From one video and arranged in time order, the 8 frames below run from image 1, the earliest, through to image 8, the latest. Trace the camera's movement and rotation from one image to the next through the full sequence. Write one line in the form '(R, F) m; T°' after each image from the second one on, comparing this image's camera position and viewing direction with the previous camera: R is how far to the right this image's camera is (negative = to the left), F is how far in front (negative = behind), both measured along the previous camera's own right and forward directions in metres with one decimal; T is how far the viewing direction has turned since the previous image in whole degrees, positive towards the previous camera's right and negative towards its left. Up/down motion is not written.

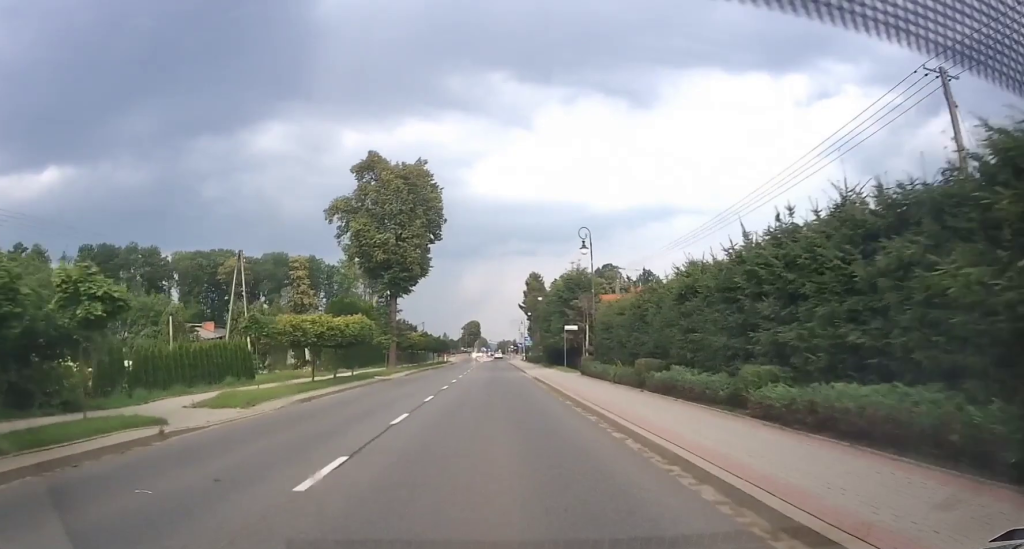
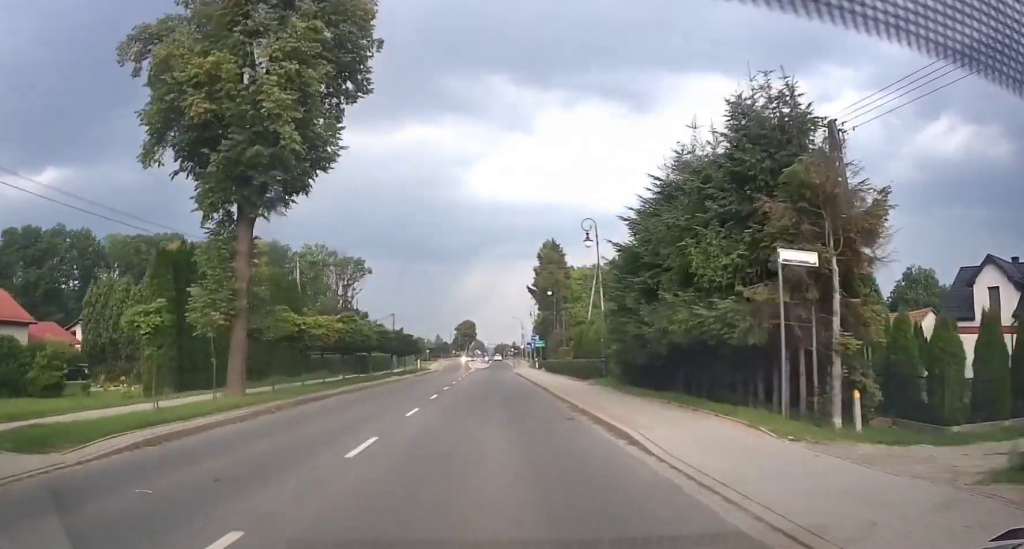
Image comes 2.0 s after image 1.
(-0.4, +33.0) m; 0°
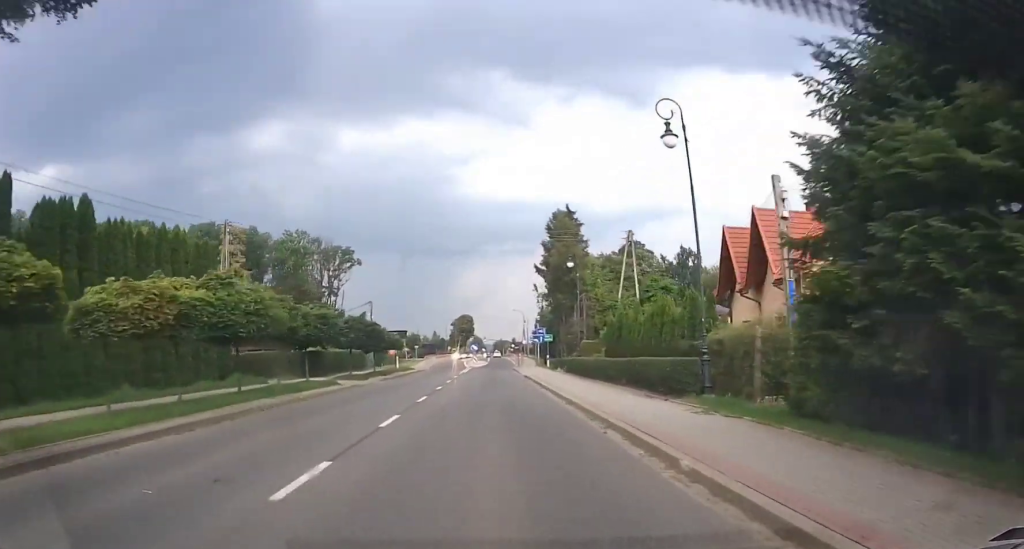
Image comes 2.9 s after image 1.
(+0.4, +14.3) m; +1°
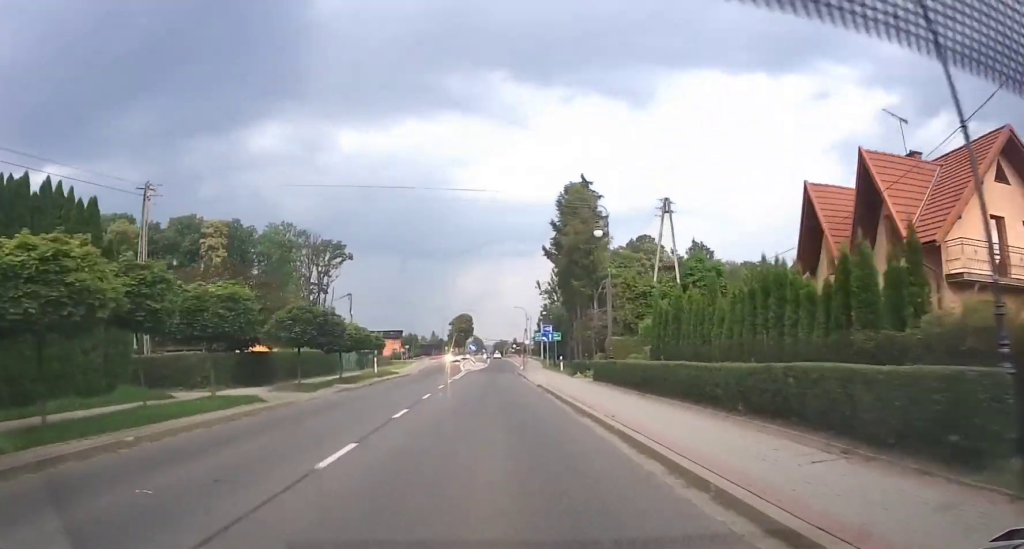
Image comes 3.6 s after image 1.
(-0.1, +10.3) m; -1°
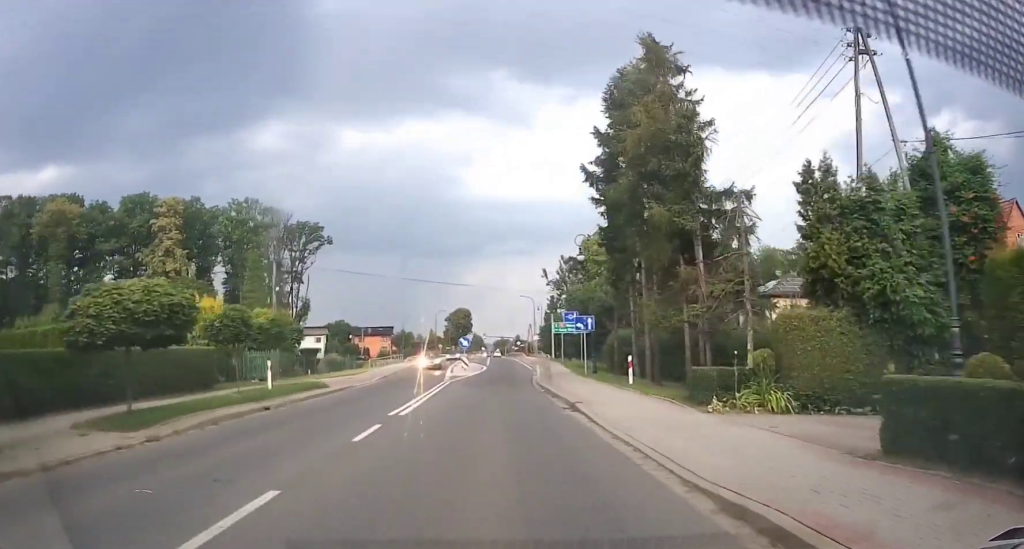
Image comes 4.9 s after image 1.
(-0.1, +20.9) m; +1°
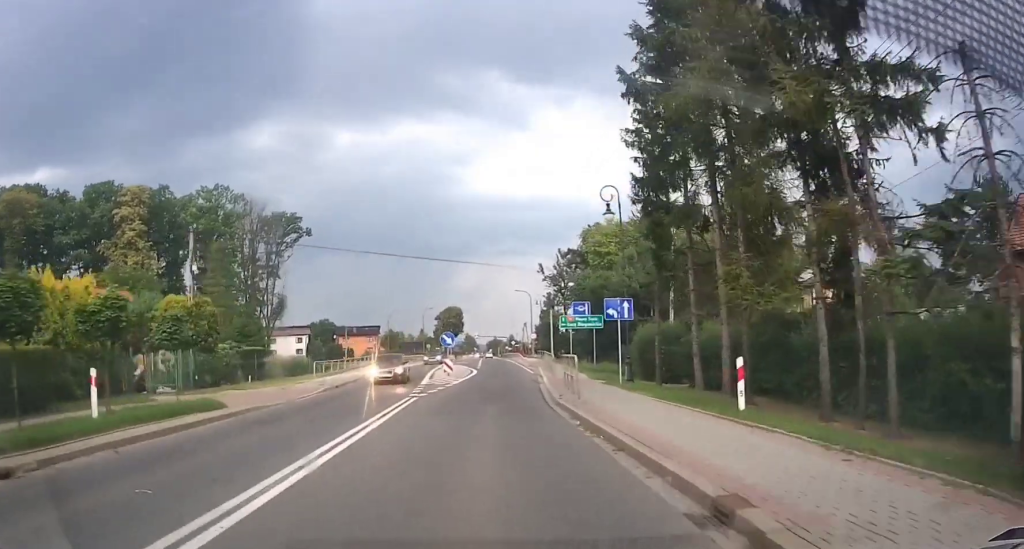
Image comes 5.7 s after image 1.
(+0.2, +11.1) m; 0°
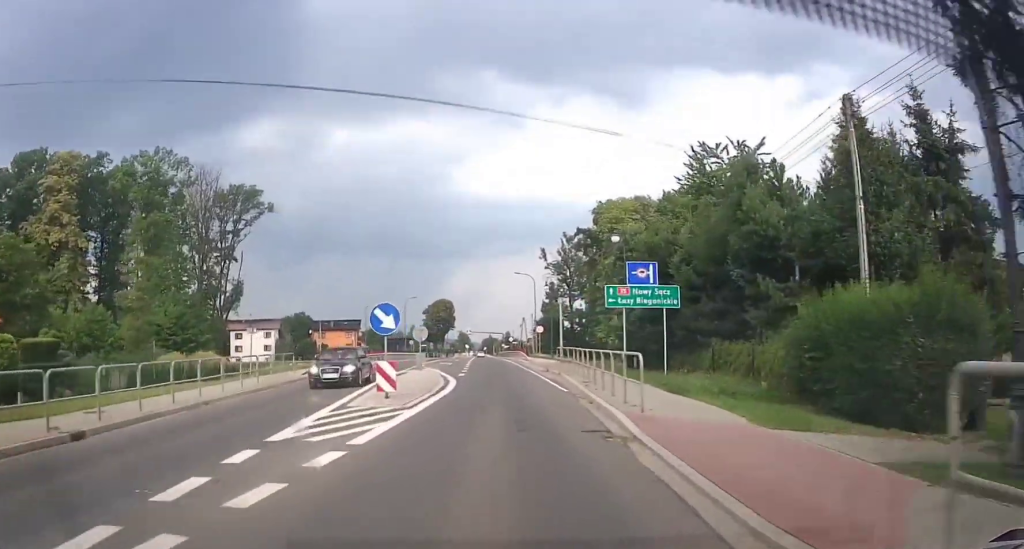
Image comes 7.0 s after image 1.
(-0.1, +21.3) m; -1°
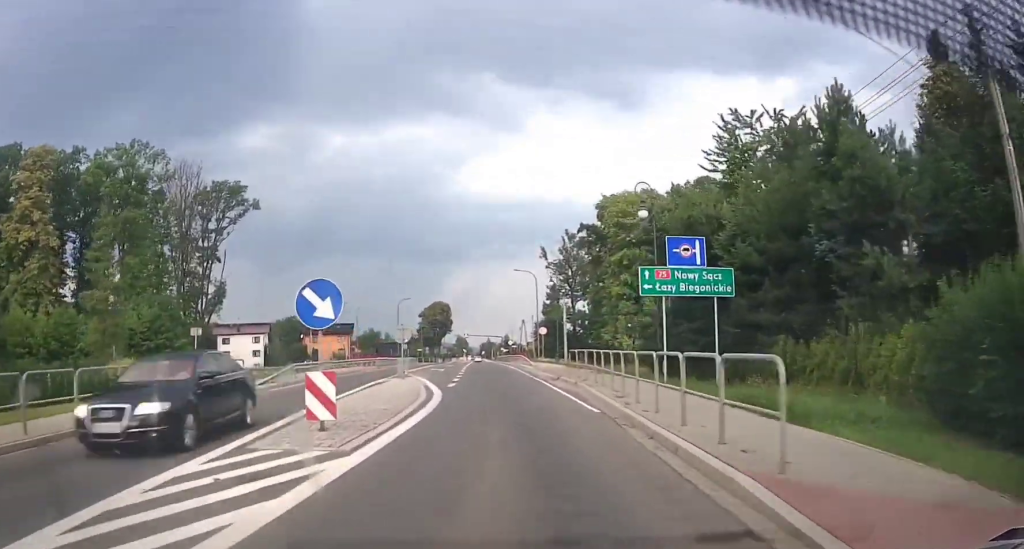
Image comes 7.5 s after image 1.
(0.0, +7.1) m; 0°
